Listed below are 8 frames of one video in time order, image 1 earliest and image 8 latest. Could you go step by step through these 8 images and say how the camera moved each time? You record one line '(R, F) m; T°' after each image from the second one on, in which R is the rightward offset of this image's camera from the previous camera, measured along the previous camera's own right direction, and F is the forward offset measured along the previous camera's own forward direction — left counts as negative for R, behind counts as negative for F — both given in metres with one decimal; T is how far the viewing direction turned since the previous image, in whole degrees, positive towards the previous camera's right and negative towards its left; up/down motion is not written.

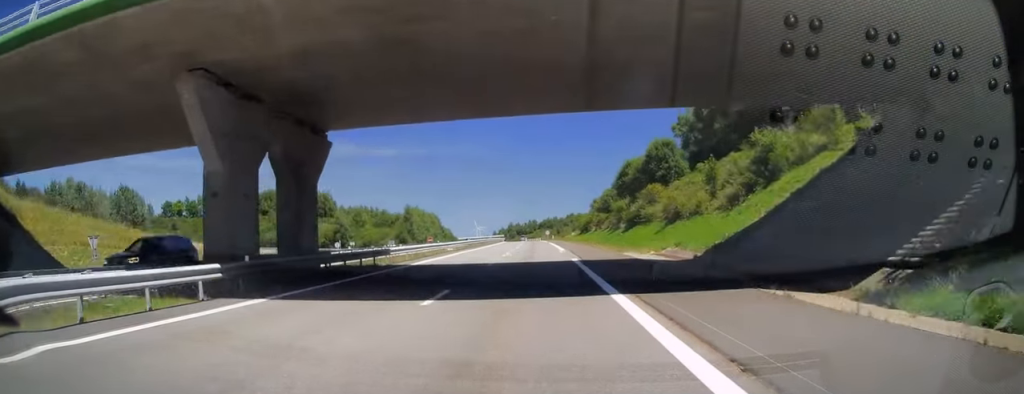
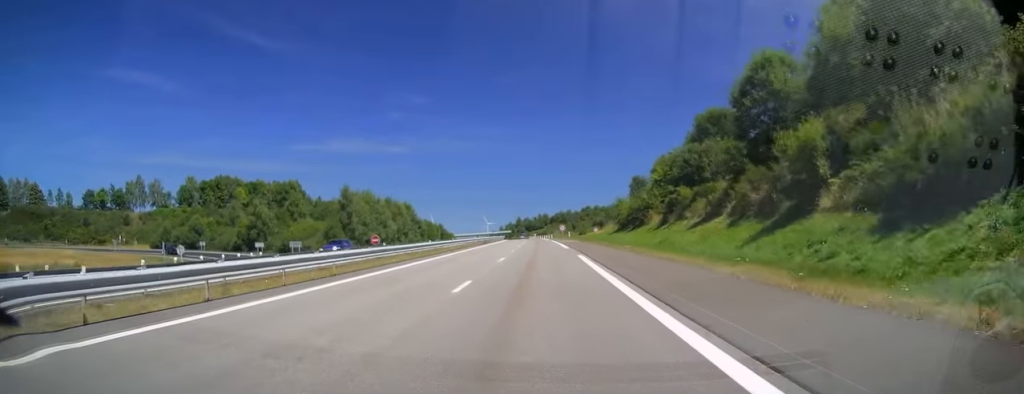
(-0.6, +50.1) m; -2°
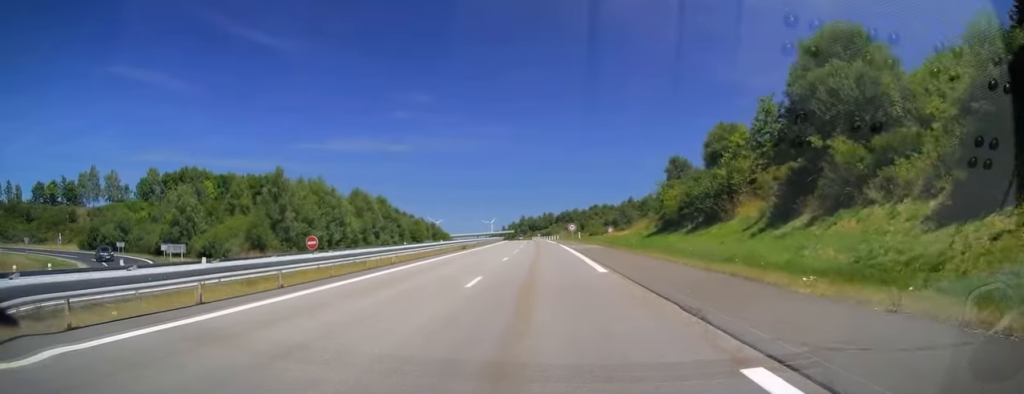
(-0.2, +24.6) m; -1°
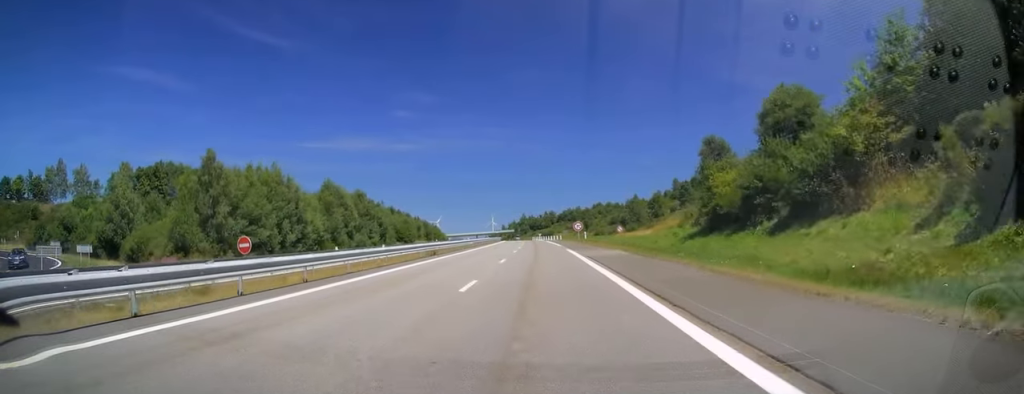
(0.0, +14.3) m; 0°
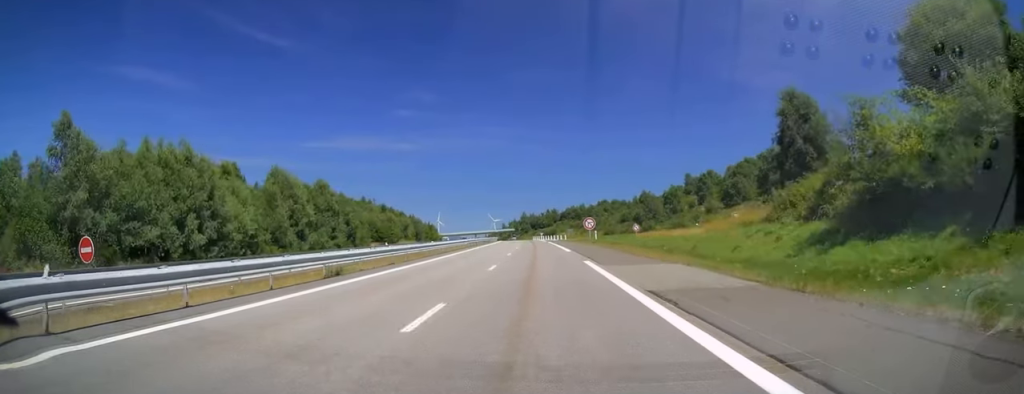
(0.0, +18.3) m; 0°
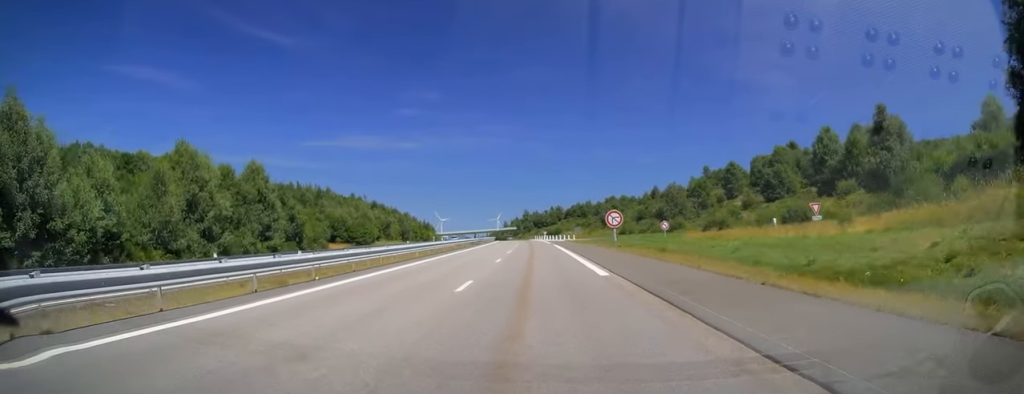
(0.0, +20.8) m; 0°
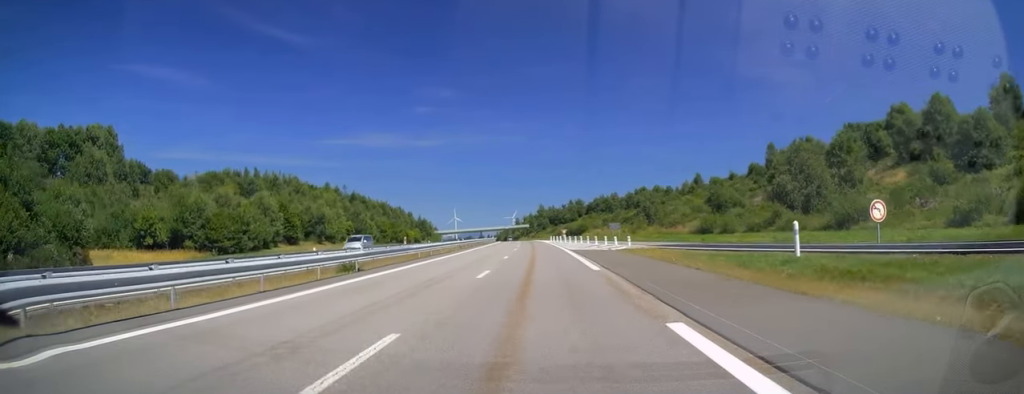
(-0.4, +48.0) m; -2°
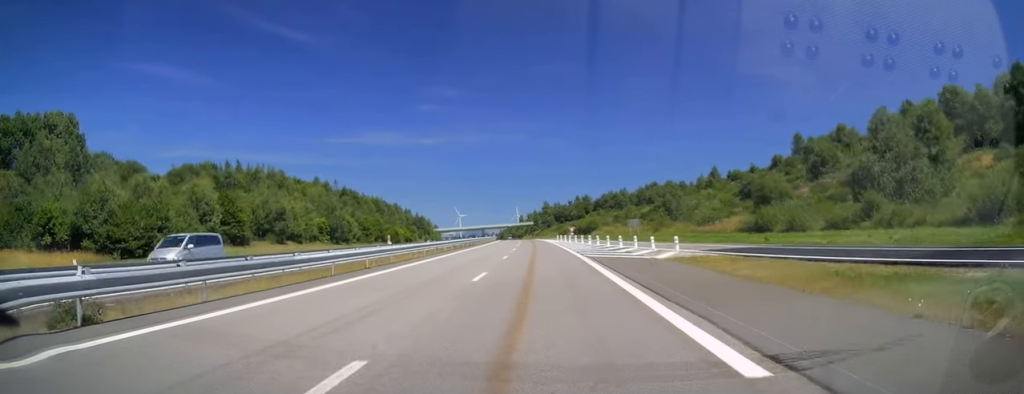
(0.0, +14.8) m; -1°
